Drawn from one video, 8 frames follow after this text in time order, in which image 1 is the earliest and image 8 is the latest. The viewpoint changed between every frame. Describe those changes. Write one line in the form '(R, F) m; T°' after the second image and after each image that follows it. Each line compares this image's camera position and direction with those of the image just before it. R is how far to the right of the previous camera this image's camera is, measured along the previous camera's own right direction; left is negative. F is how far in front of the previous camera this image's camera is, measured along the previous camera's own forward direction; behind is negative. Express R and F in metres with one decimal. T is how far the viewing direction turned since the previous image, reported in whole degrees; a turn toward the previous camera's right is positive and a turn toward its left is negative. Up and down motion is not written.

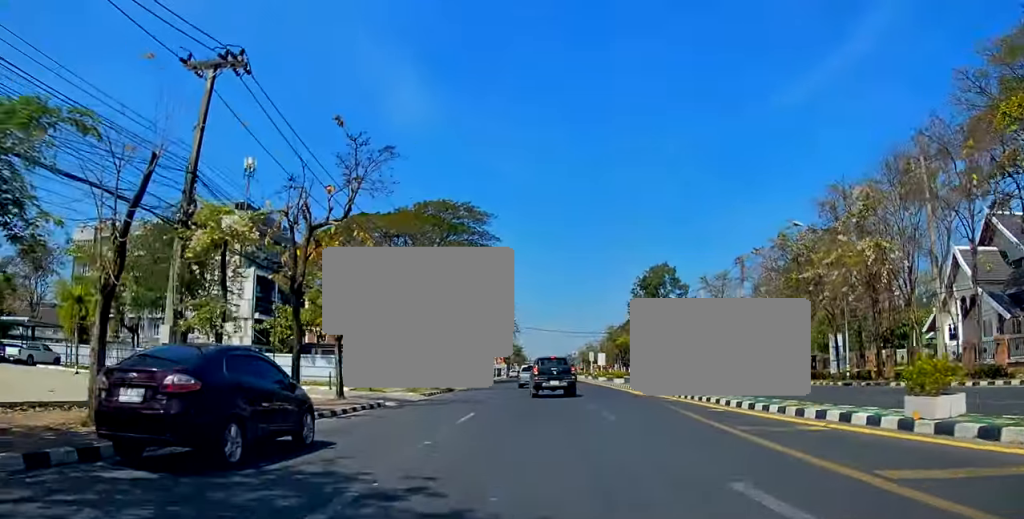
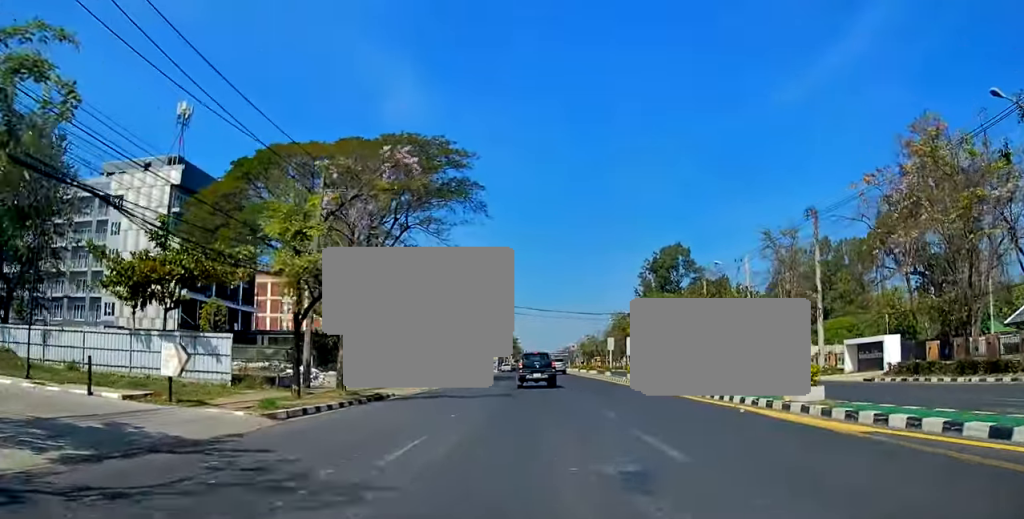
(-0.1, +19.3) m; 0°
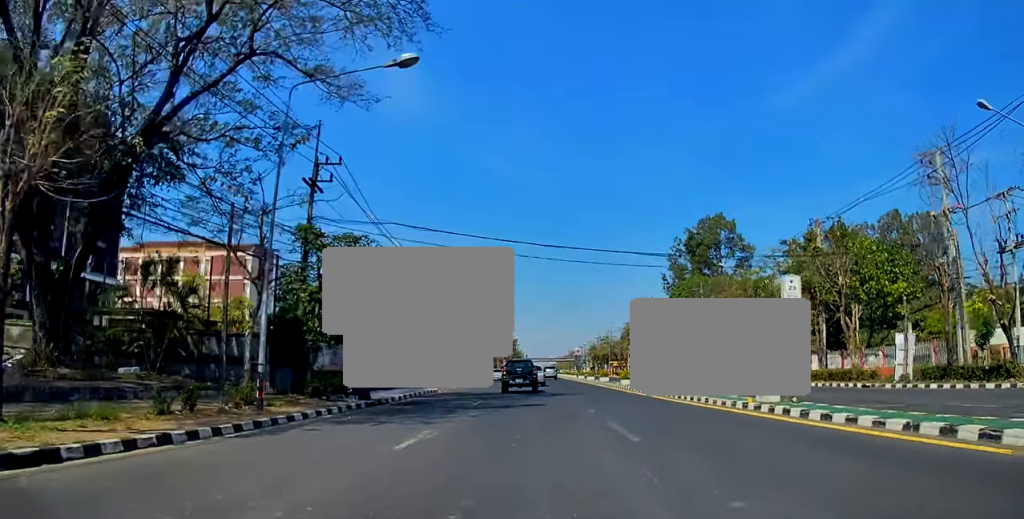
(-0.4, +34.2) m; -2°
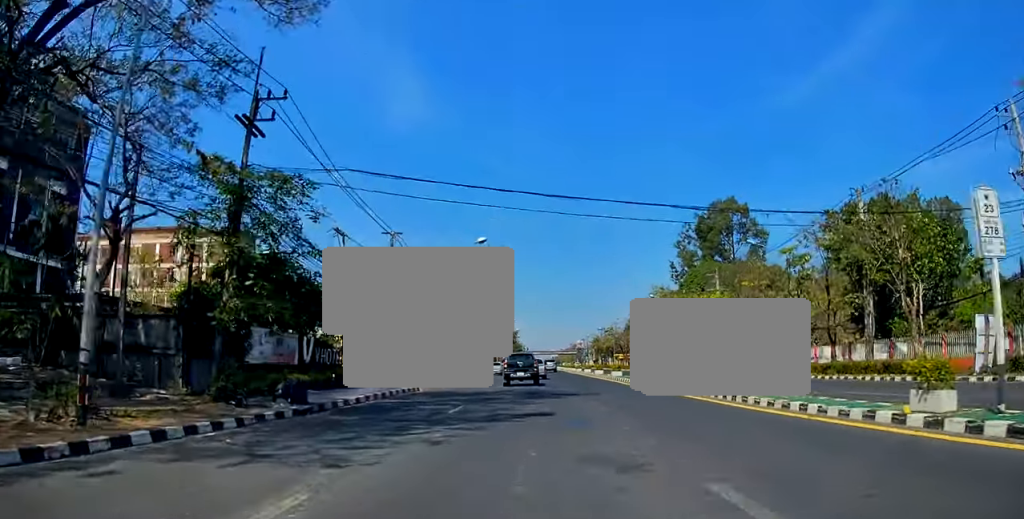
(0.0, +7.3) m; 0°
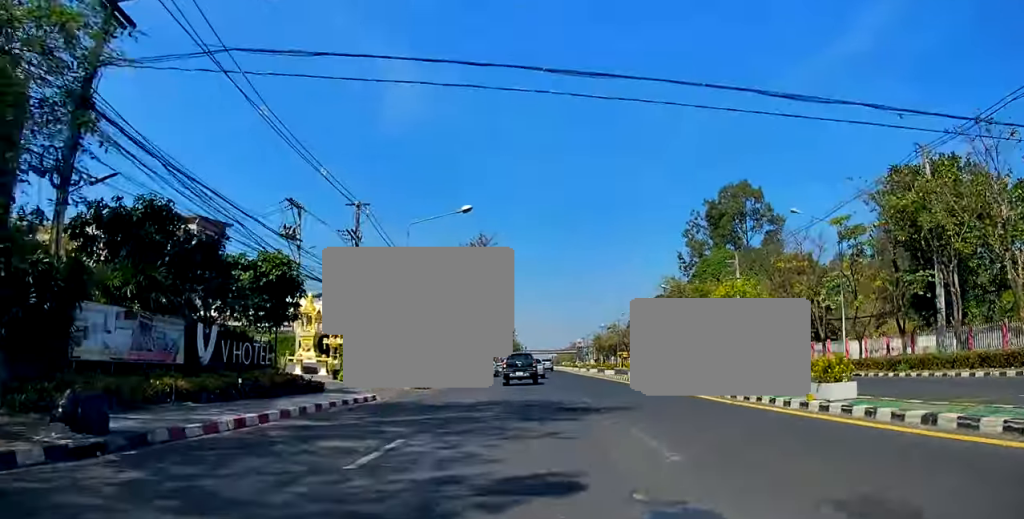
(0.0, +8.7) m; 0°
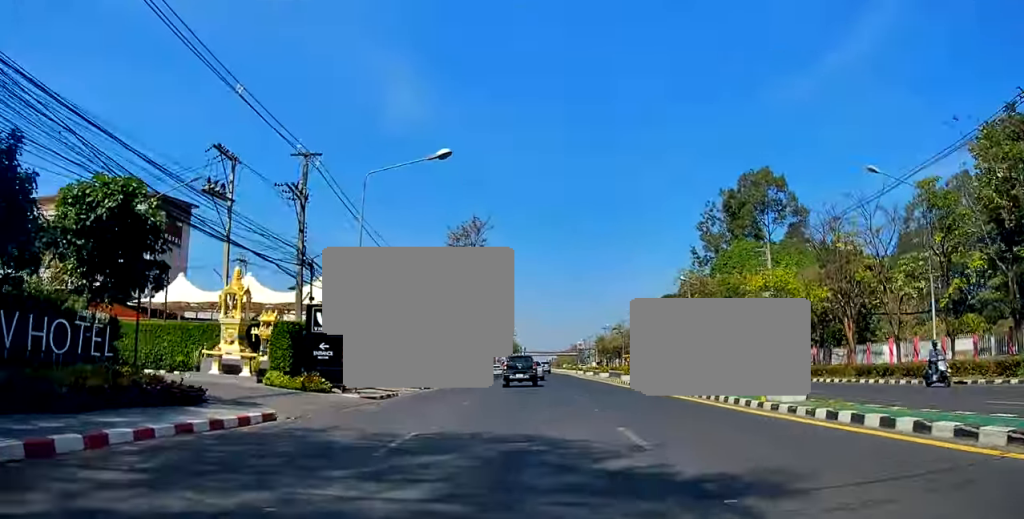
(0.0, +9.9) m; 0°
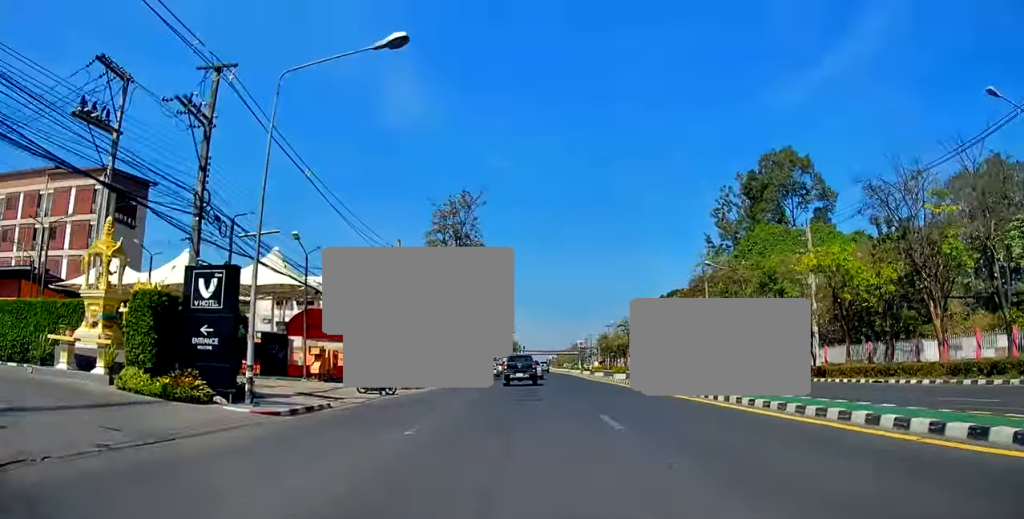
(0.0, +9.3) m; 0°
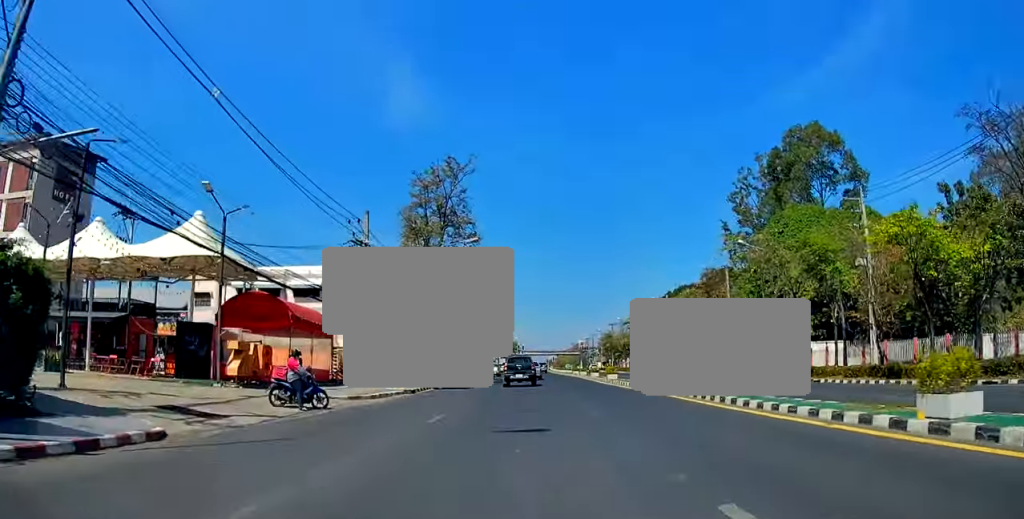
(+0.1, +9.7) m; +1°
